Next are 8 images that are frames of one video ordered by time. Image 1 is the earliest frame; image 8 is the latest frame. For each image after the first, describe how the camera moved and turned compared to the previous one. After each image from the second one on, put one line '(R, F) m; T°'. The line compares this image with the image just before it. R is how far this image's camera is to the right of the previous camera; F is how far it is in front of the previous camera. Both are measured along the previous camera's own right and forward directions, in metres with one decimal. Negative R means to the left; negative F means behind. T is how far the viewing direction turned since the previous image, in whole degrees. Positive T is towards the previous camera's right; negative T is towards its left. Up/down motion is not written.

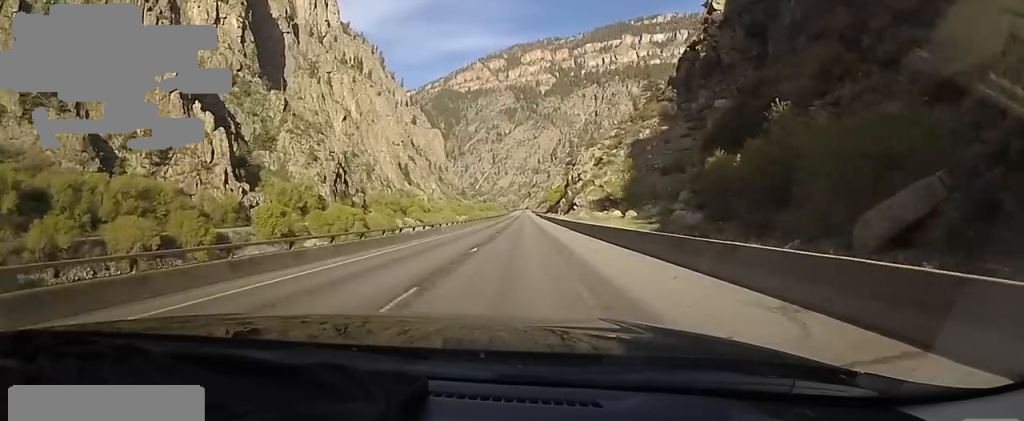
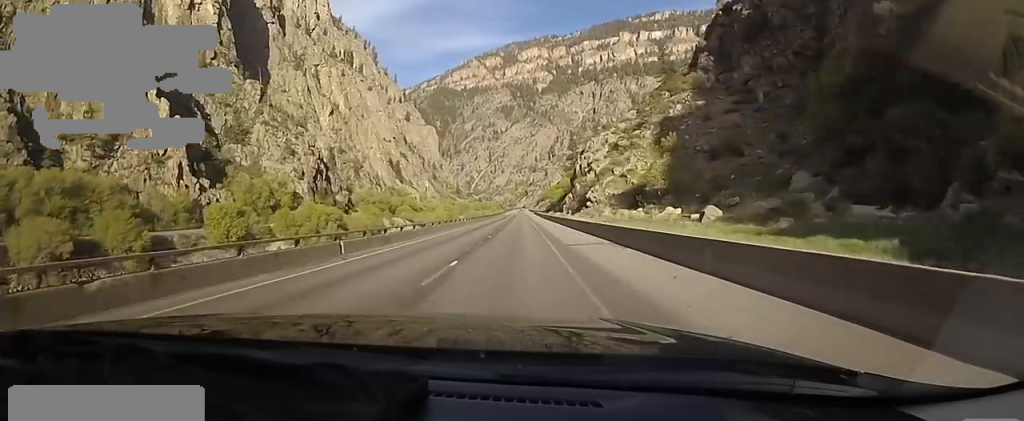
(0.0, +20.9) m; +1°
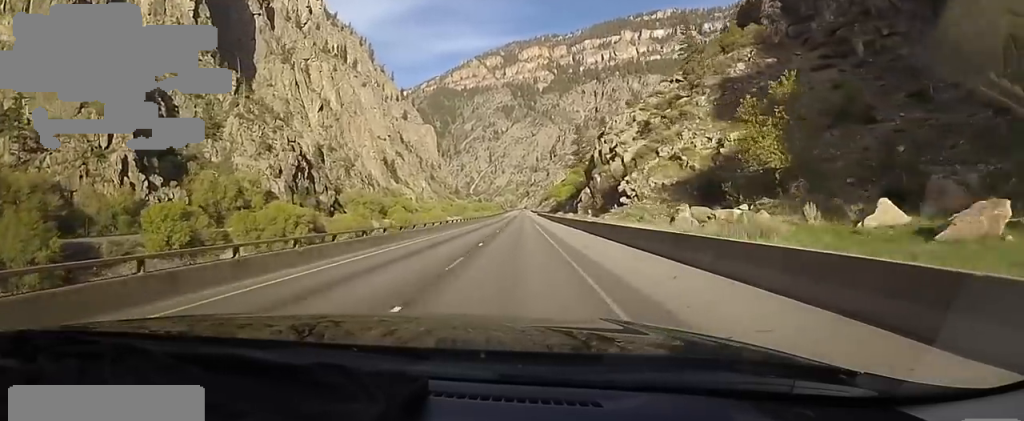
(+0.7, +21.8) m; +2°
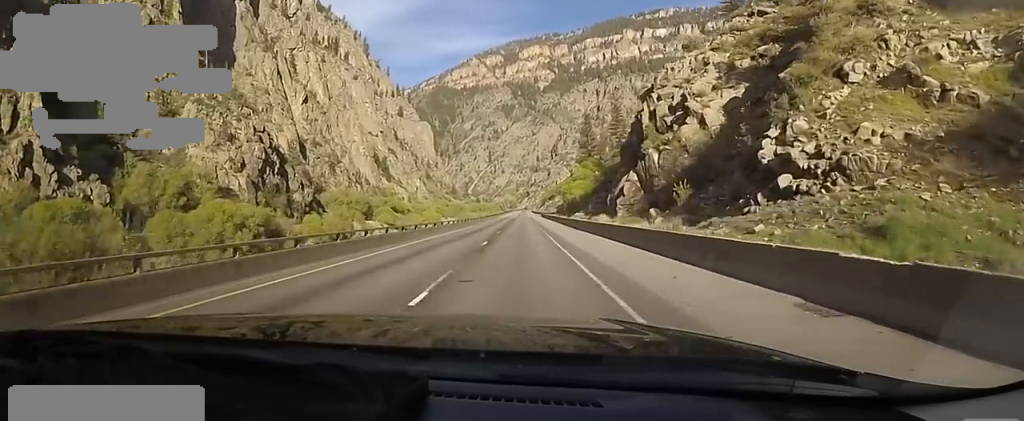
(+0.1, +27.7) m; 0°
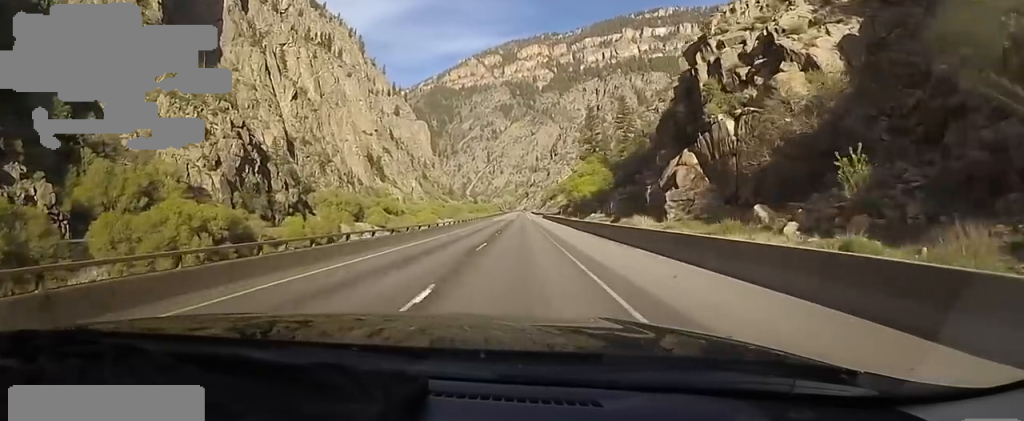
(-0.1, +14.3) m; 0°
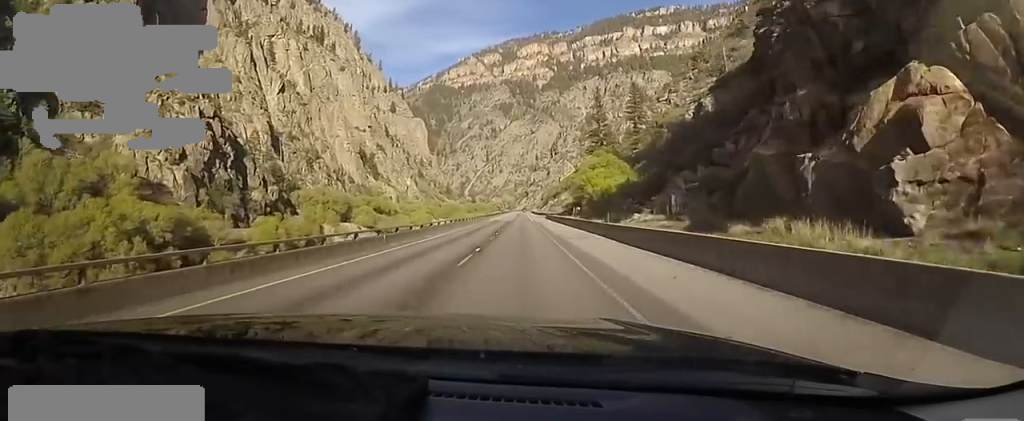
(+0.1, +17.6) m; -2°
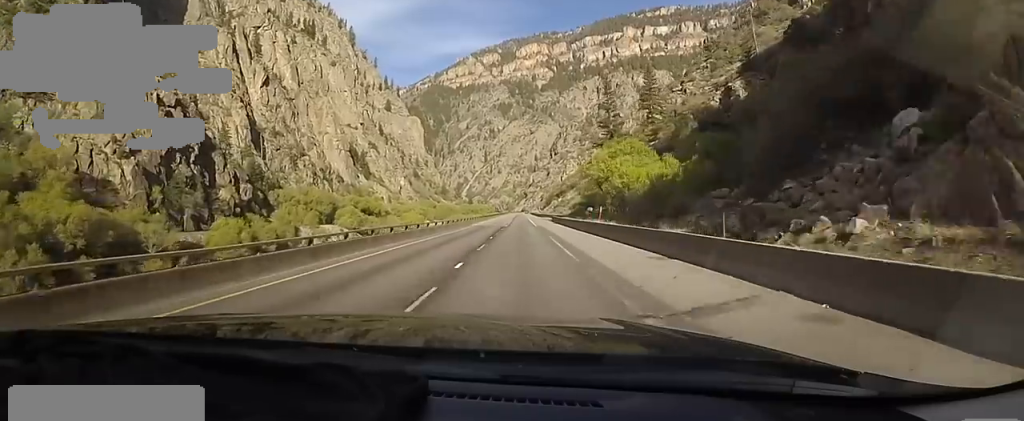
(-0.5, +19.3) m; -1°
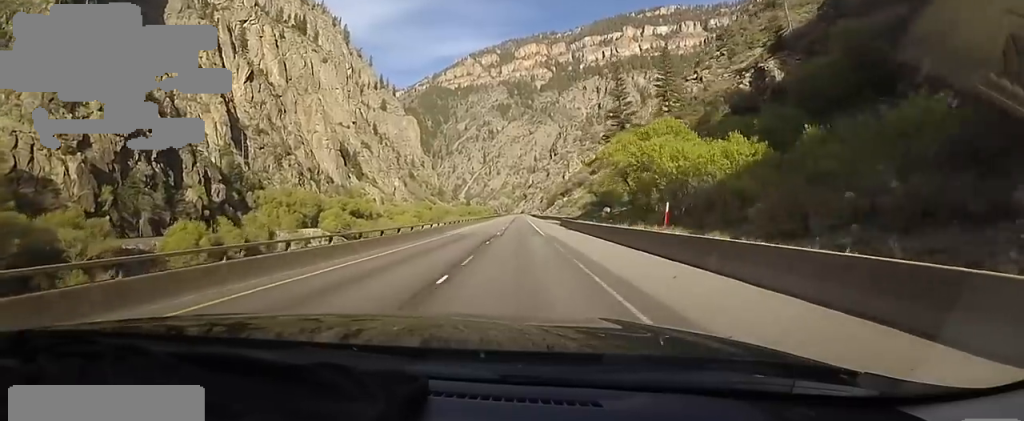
(-0.8, +16.8) m; 0°
